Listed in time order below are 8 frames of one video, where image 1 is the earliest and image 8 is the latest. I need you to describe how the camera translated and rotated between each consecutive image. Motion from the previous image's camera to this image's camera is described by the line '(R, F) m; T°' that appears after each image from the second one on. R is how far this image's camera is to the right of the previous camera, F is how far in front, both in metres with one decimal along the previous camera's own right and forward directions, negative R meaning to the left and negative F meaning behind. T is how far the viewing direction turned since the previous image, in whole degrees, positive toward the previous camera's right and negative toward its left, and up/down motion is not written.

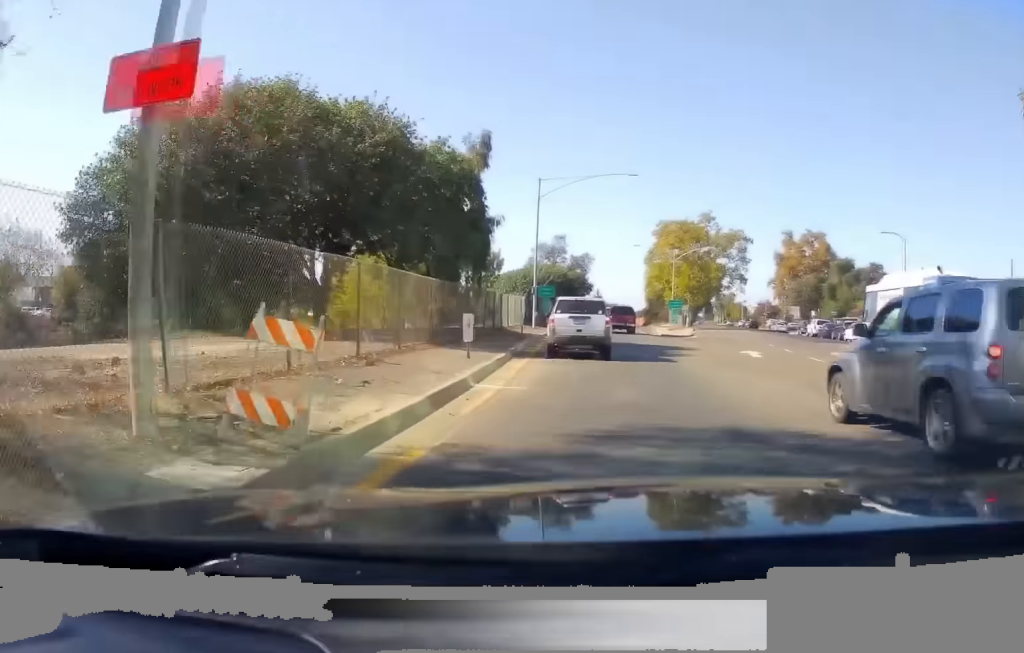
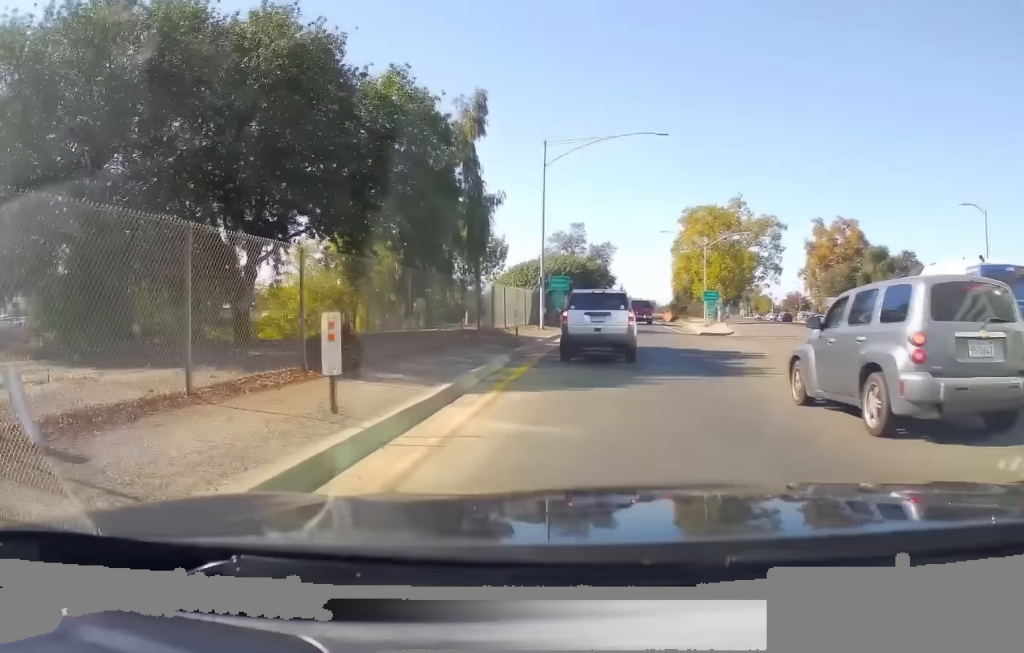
(-0.3, +10.2) m; -2°
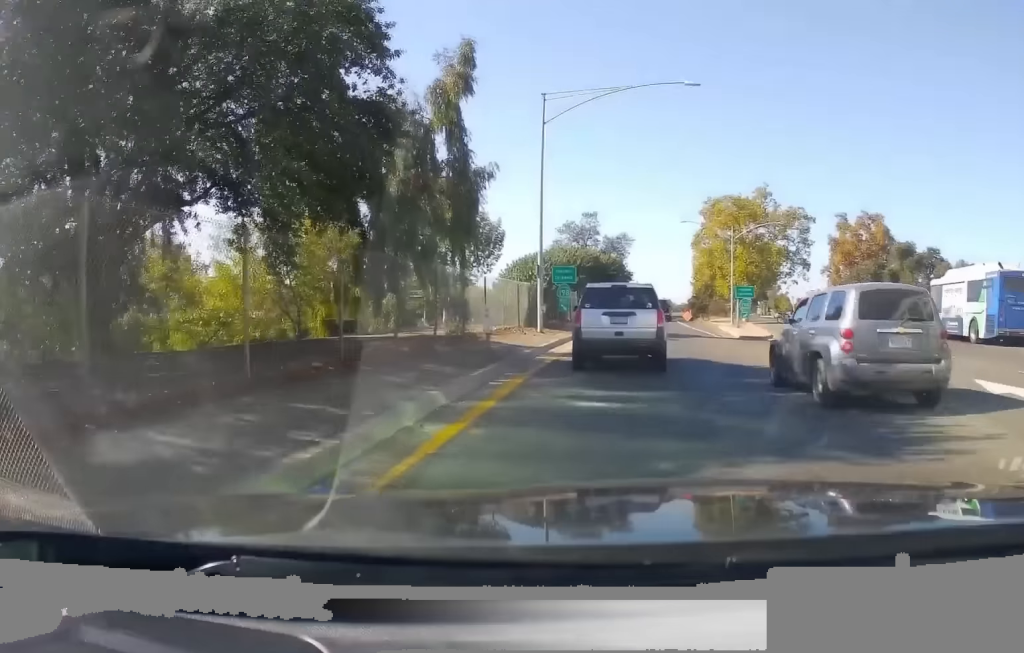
(0.0, +11.1) m; -2°
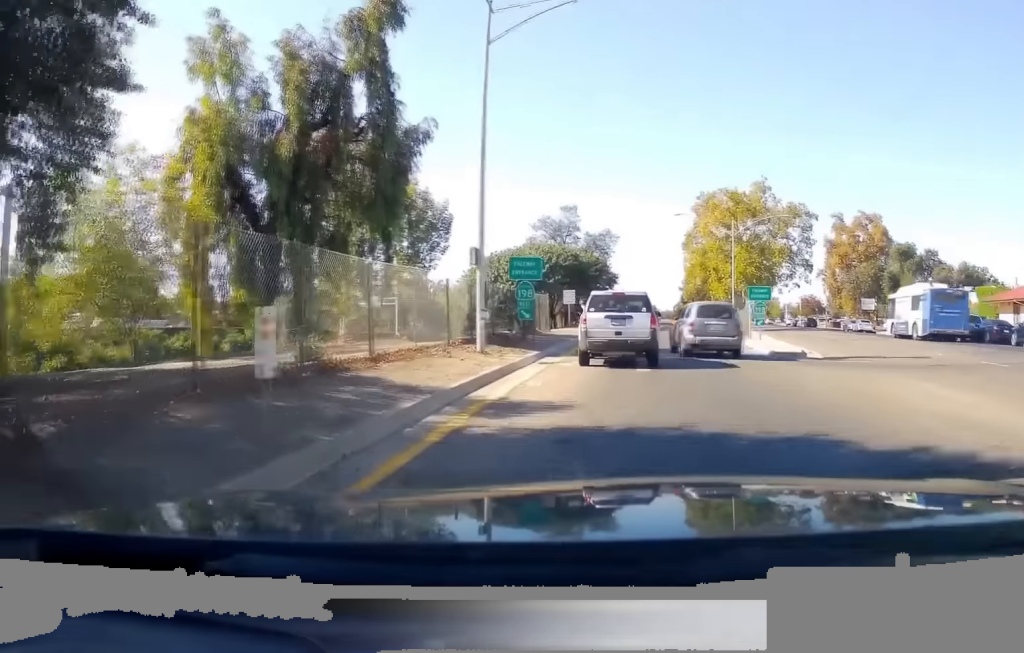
(-0.4, +20.1) m; +1°
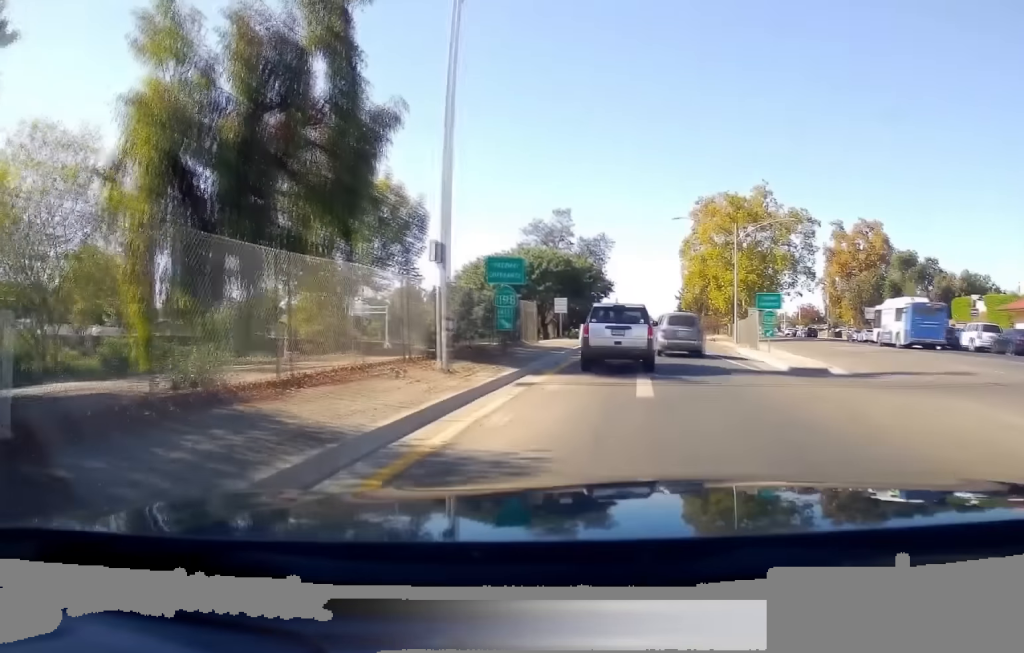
(+0.2, +7.6) m; +1°
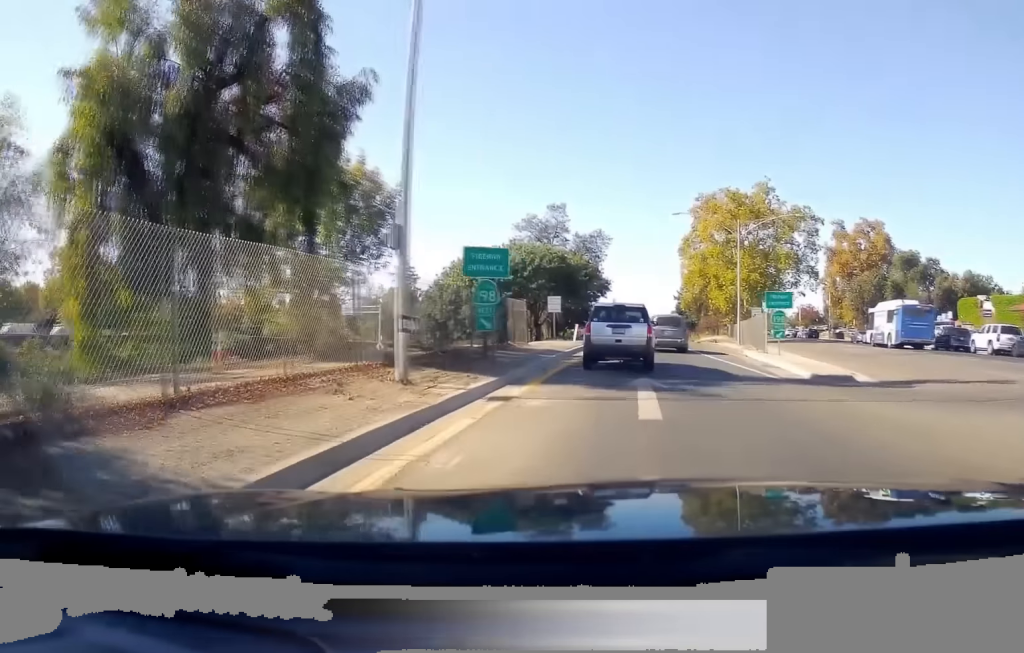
(0.0, +5.3) m; 0°
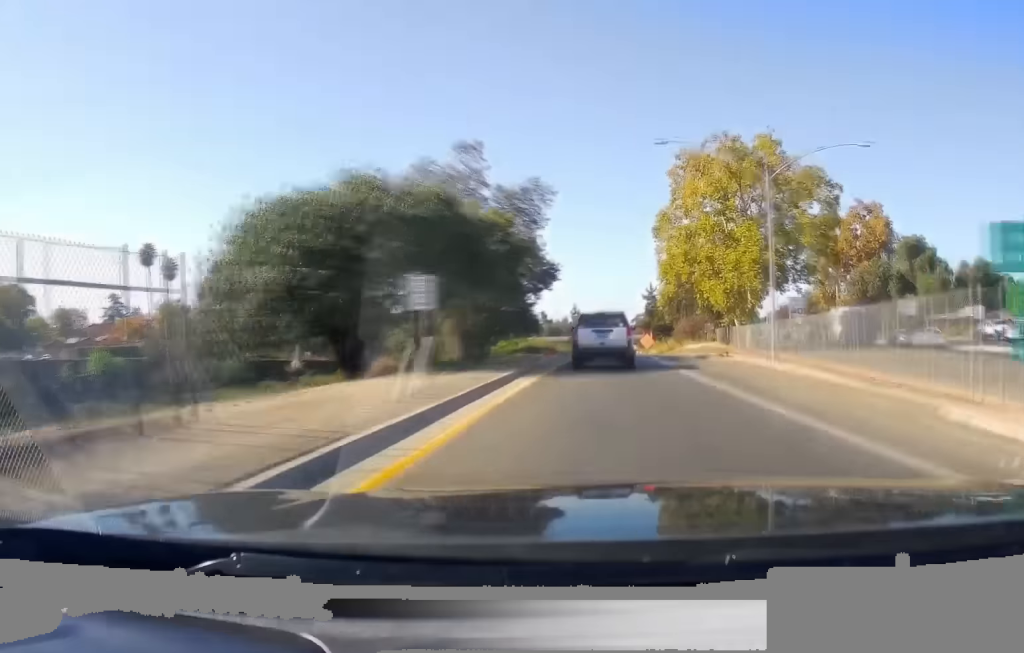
(0.0, +9.1) m; 0°
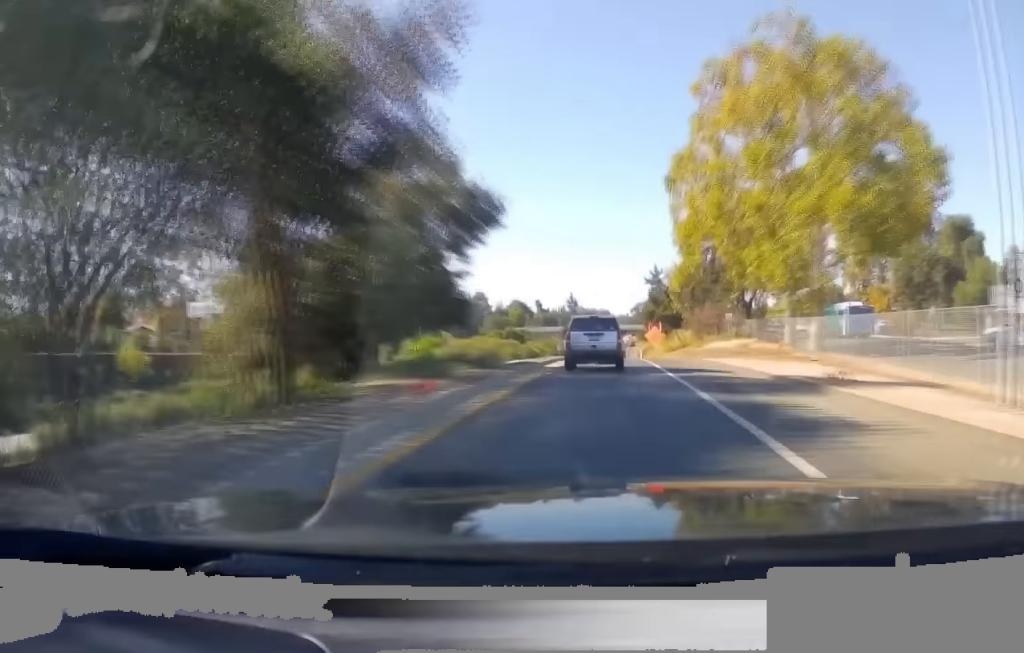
(0.0, +6.4) m; +1°
